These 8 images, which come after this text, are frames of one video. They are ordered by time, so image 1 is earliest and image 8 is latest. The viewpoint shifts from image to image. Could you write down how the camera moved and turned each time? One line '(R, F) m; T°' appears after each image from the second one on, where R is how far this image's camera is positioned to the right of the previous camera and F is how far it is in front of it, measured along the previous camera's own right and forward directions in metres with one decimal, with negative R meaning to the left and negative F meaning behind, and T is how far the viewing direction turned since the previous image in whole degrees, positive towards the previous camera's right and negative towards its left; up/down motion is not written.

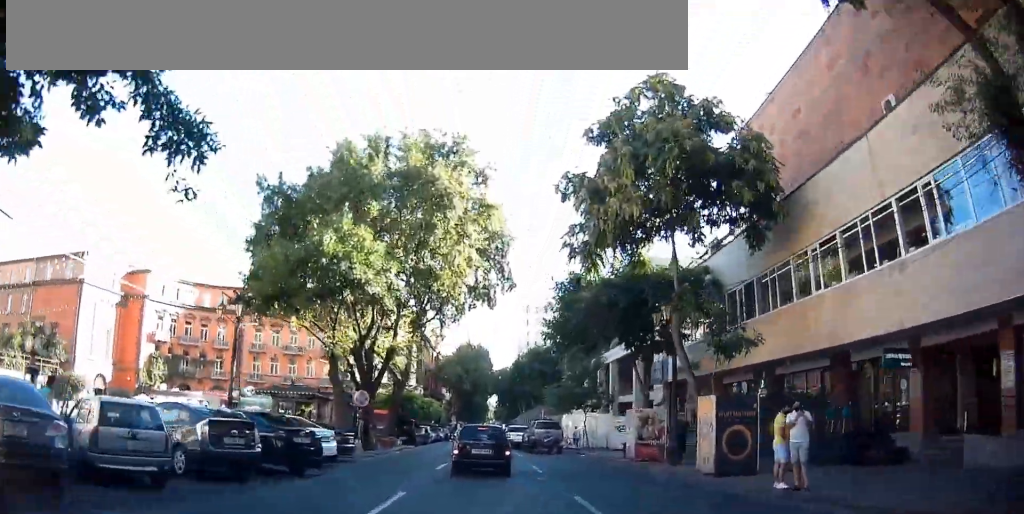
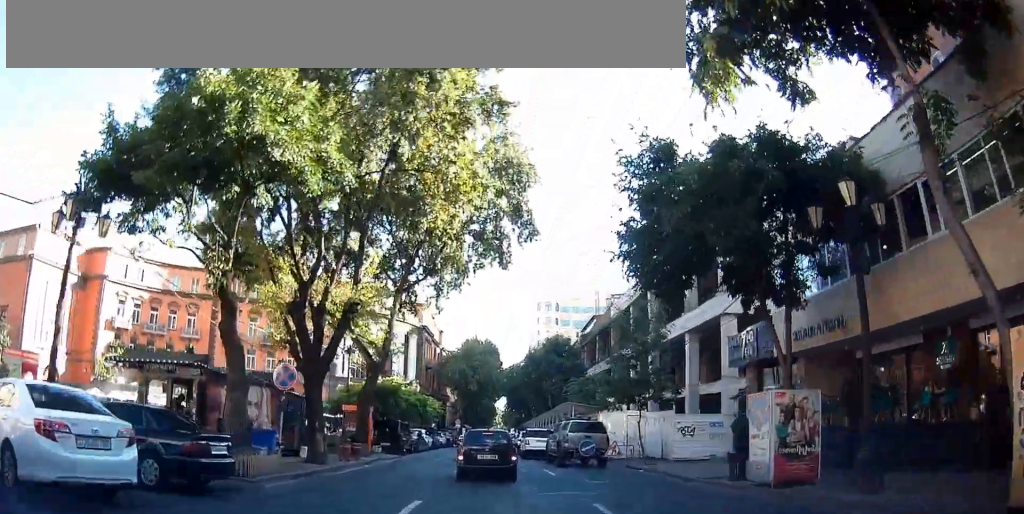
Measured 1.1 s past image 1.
(-0.4, +11.7) m; -2°
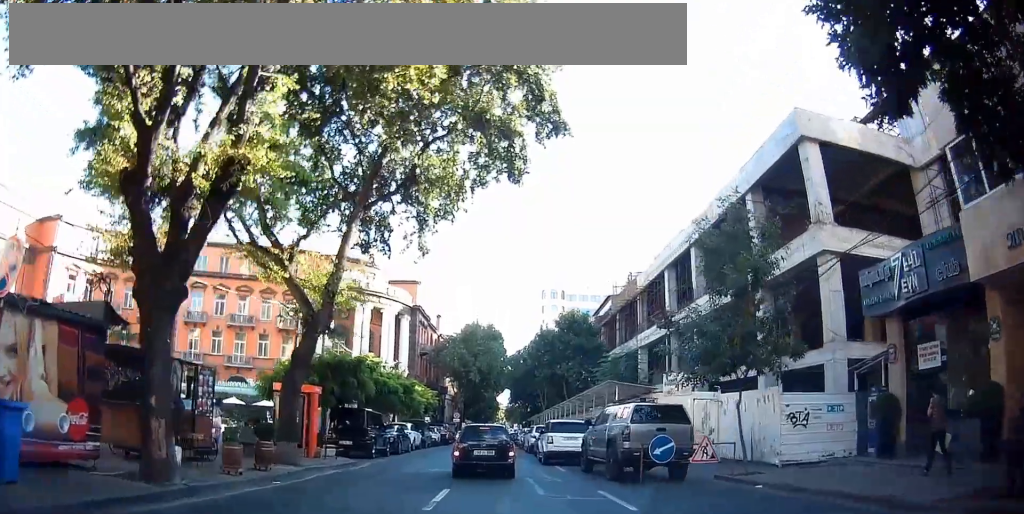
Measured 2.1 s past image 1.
(+0.1, +10.5) m; +4°
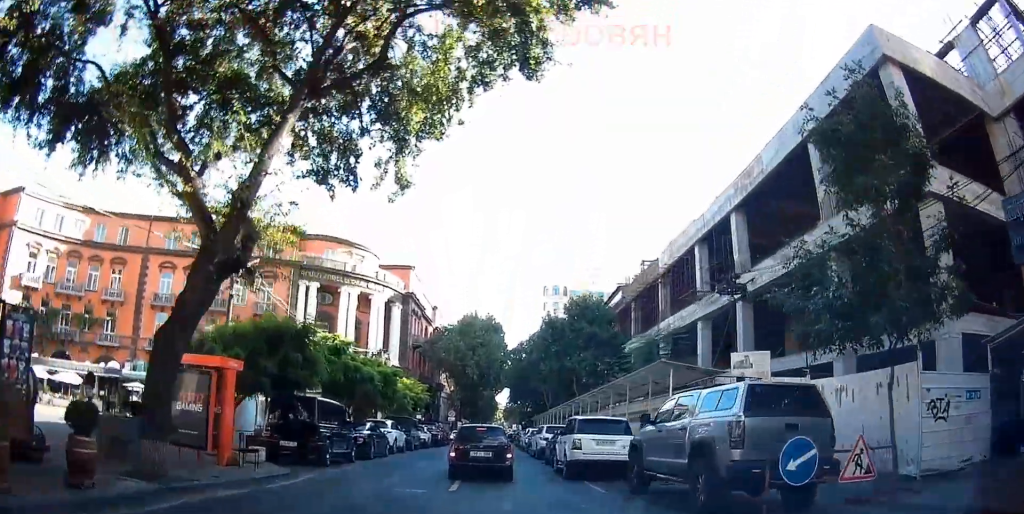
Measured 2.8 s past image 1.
(+0.3, +6.9) m; +2°
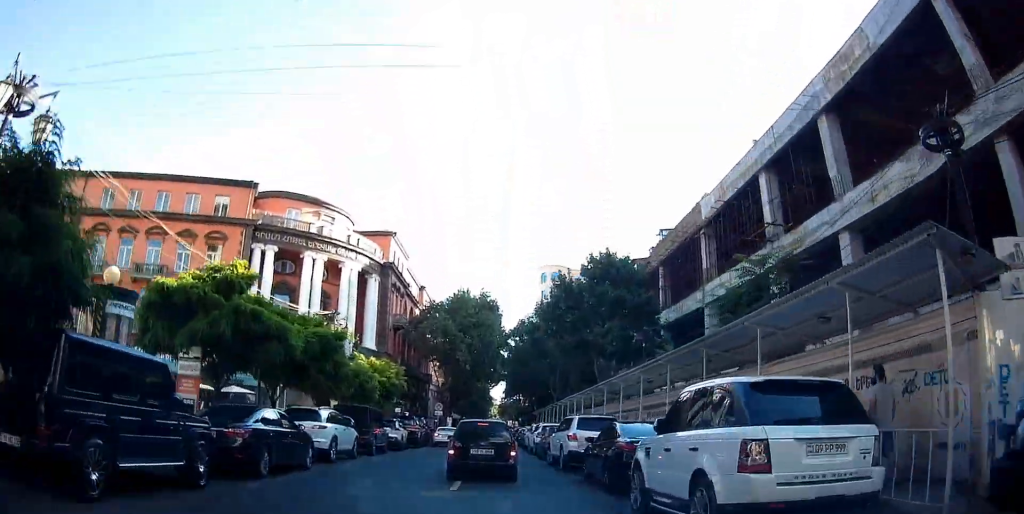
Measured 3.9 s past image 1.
(+0.1, +11.2) m; -1°
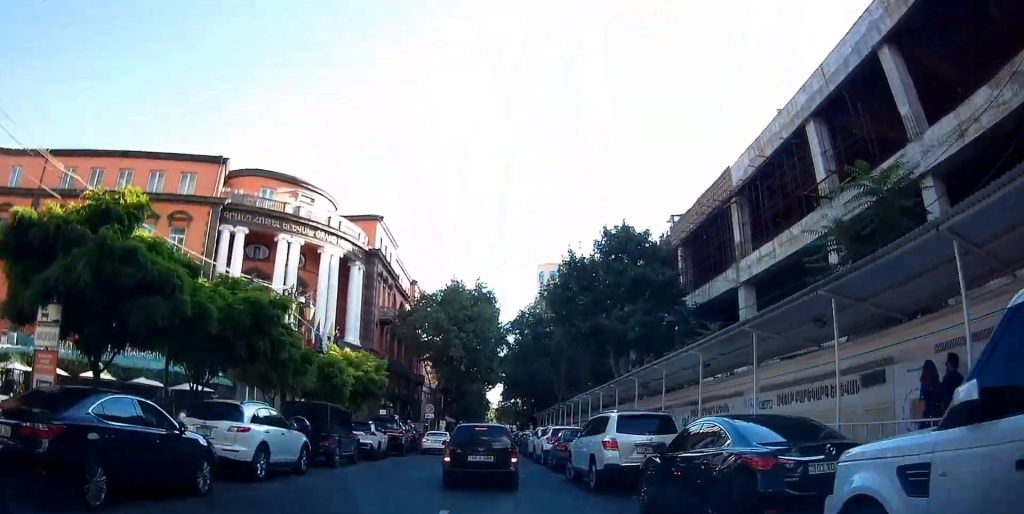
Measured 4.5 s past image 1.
(-0.2, +5.9) m; -2°
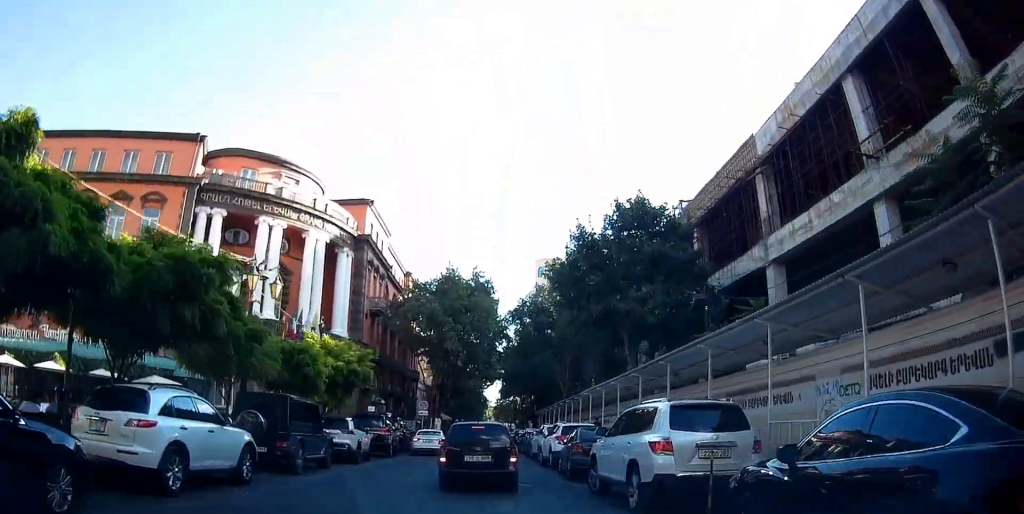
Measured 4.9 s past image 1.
(0.0, +3.8) m; +1°
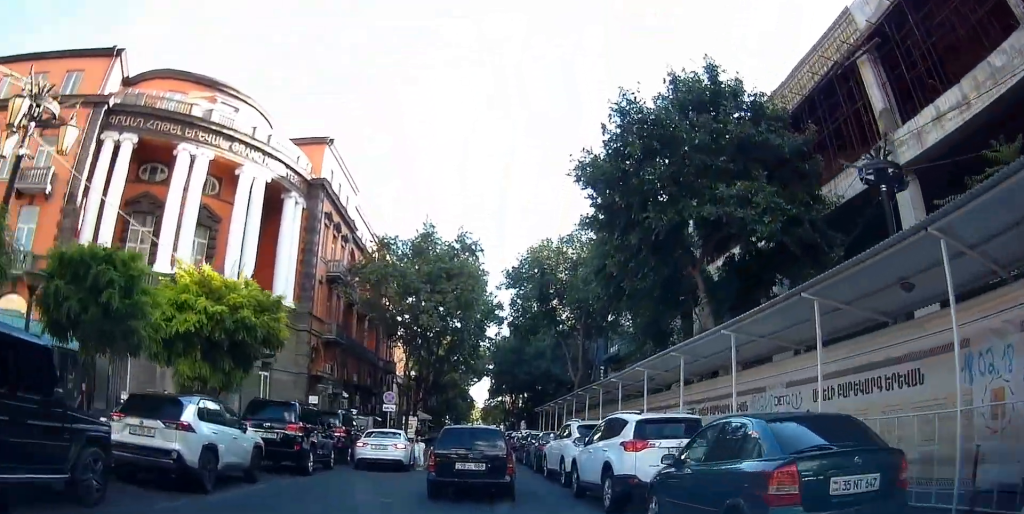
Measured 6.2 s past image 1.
(+0.4, +11.8) m; 0°
